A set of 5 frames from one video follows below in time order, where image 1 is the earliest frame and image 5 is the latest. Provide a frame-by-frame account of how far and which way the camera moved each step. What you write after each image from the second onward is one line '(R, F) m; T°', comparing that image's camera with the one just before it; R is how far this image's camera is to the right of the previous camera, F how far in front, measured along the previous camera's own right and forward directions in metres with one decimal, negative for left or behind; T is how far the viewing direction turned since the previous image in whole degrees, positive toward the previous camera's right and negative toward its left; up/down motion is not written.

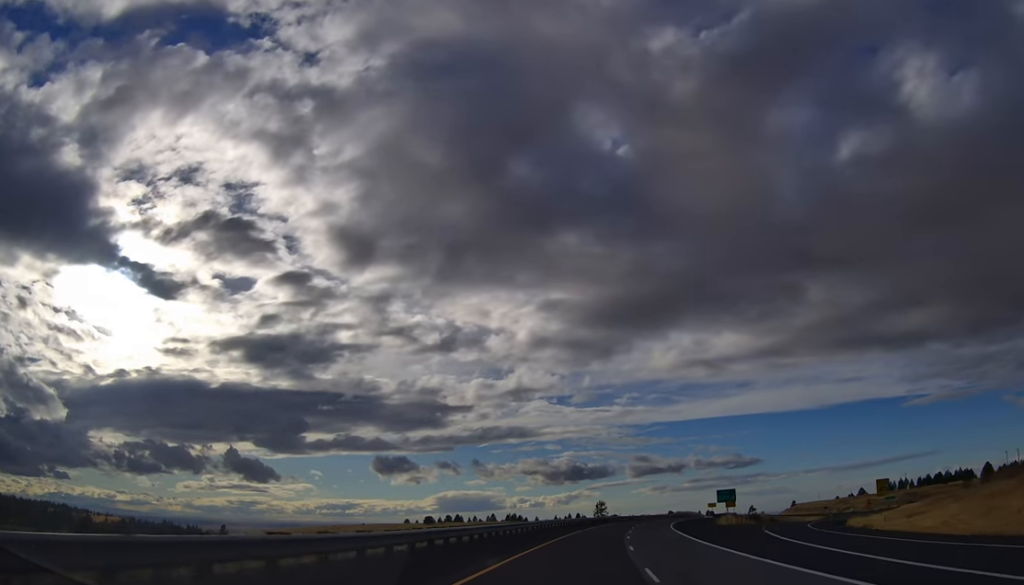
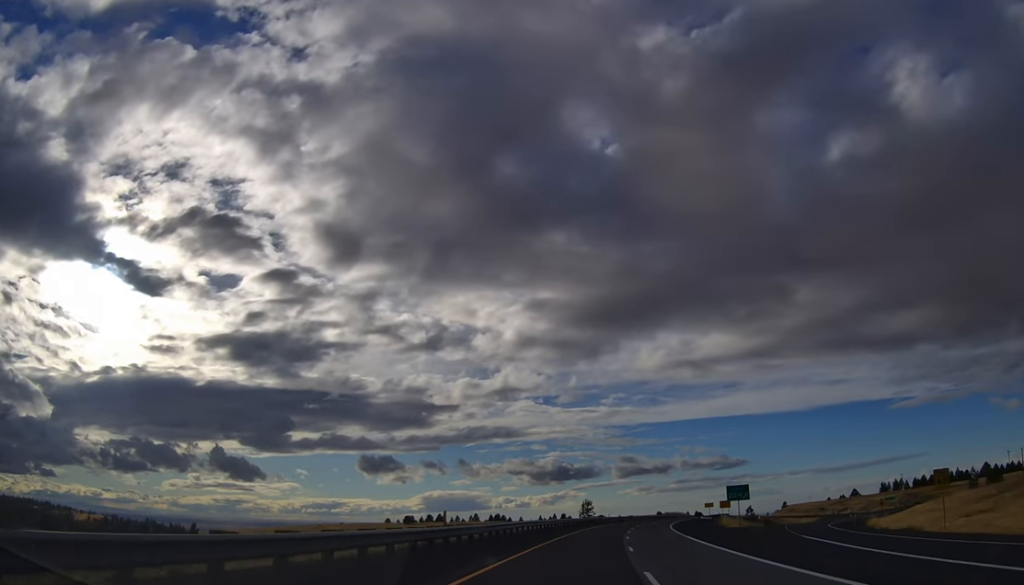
(+0.1, +12.9) m; +1°
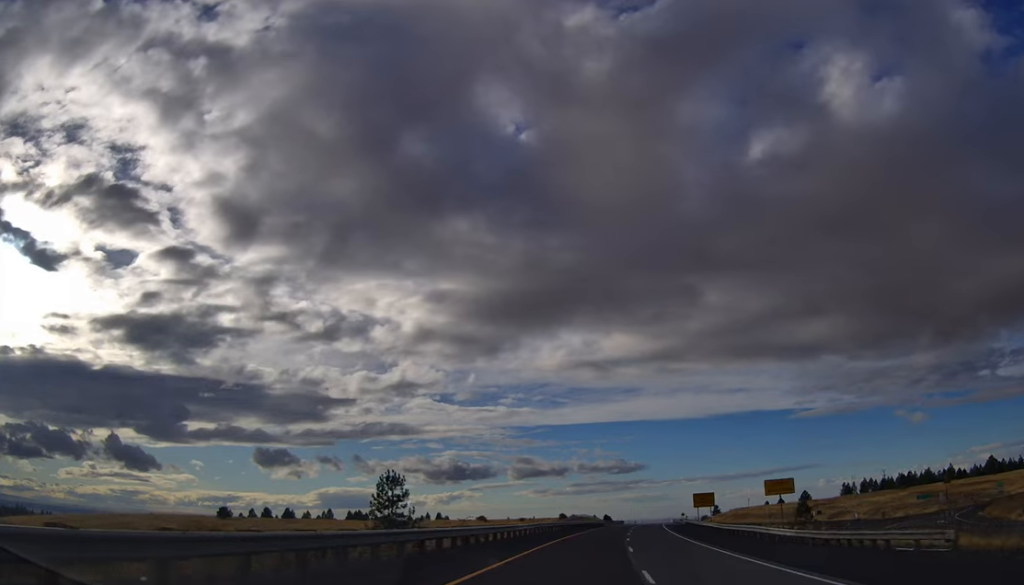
(+7.6, +96.7) m; +10°
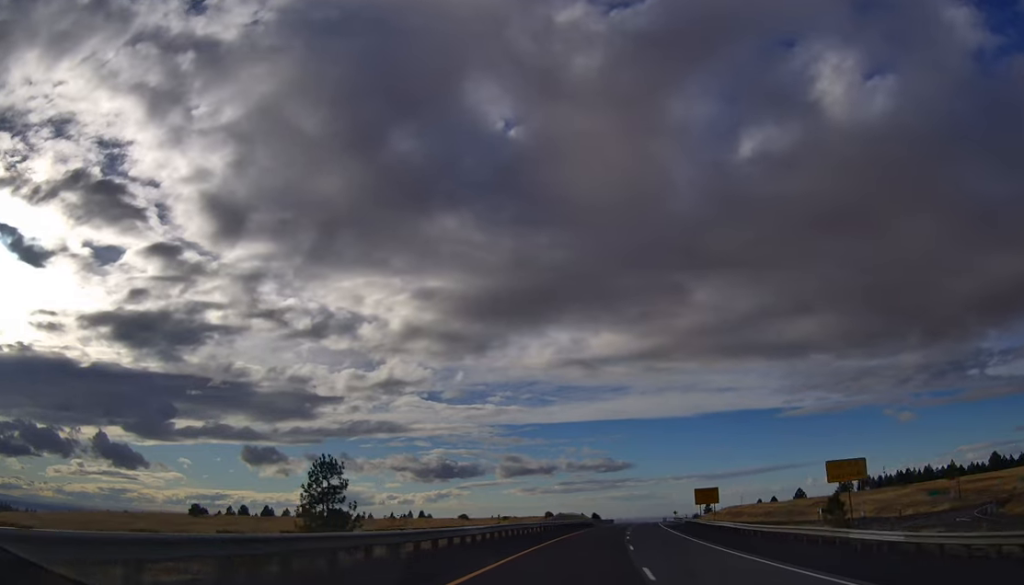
(+0.1, +11.9) m; +1°
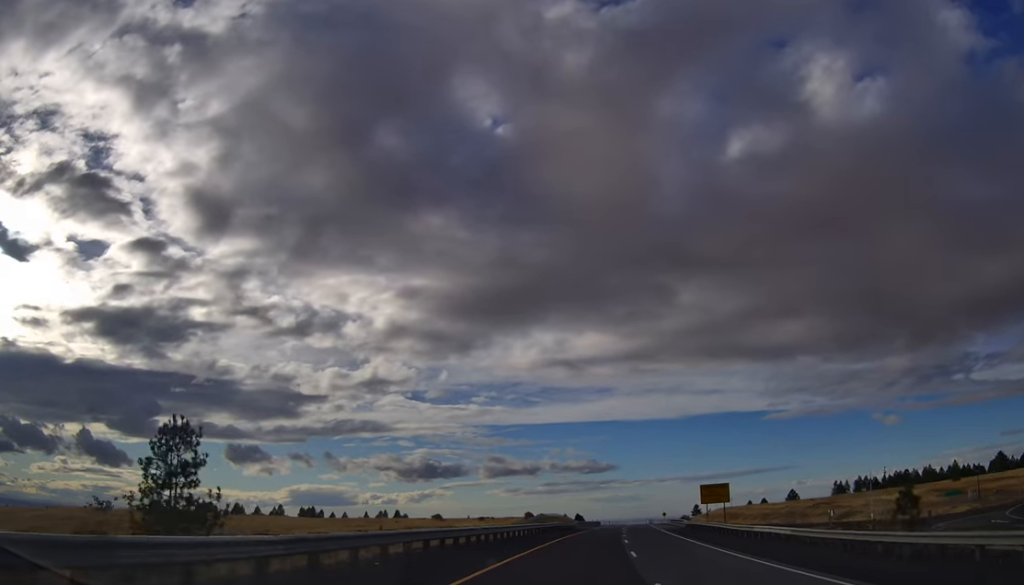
(+0.3, +15.9) m; +1°
